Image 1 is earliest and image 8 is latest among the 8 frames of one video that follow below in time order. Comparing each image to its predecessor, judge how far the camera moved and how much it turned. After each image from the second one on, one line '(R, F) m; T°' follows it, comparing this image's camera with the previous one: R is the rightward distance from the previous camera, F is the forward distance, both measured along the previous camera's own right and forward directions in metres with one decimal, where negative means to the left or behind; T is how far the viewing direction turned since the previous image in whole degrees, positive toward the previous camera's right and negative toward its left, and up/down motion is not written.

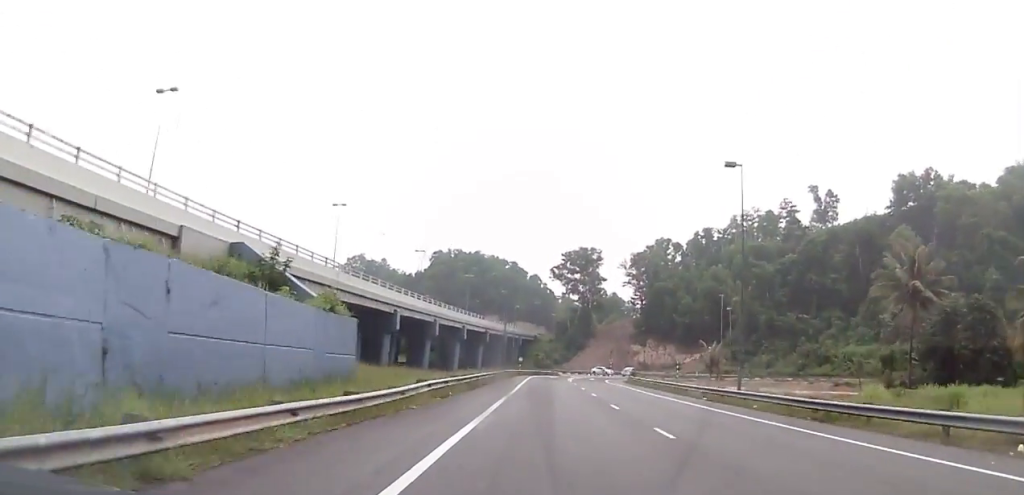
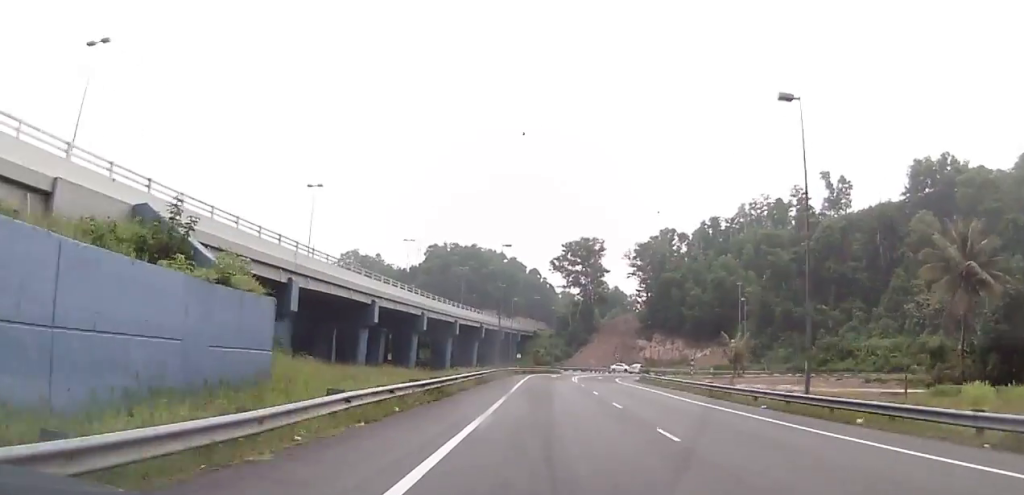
(+0.1, +9.5) m; 0°
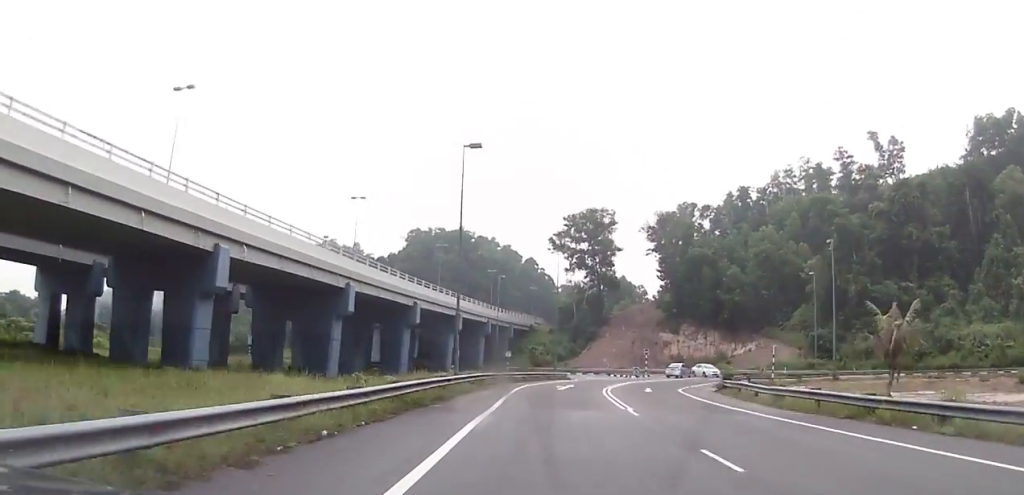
(-0.1, +31.0) m; +1°
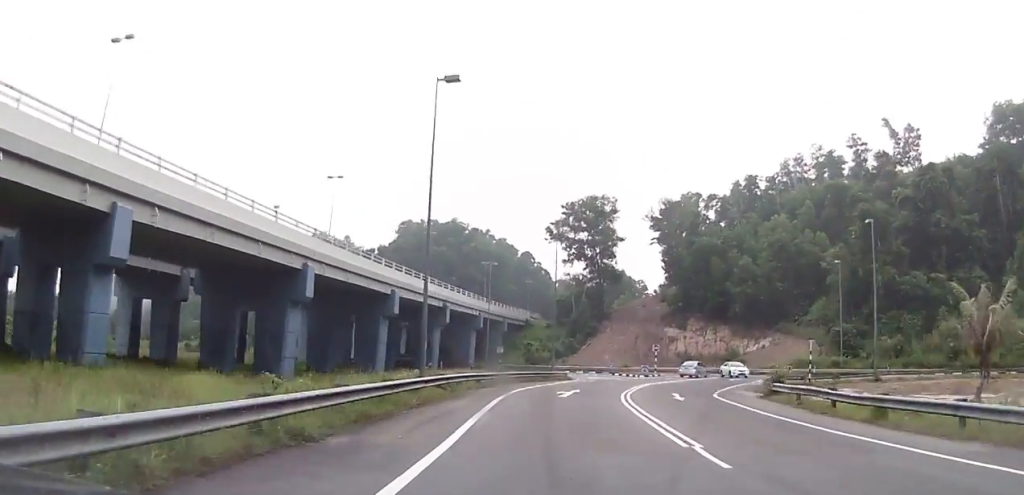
(0.0, +8.7) m; +1°
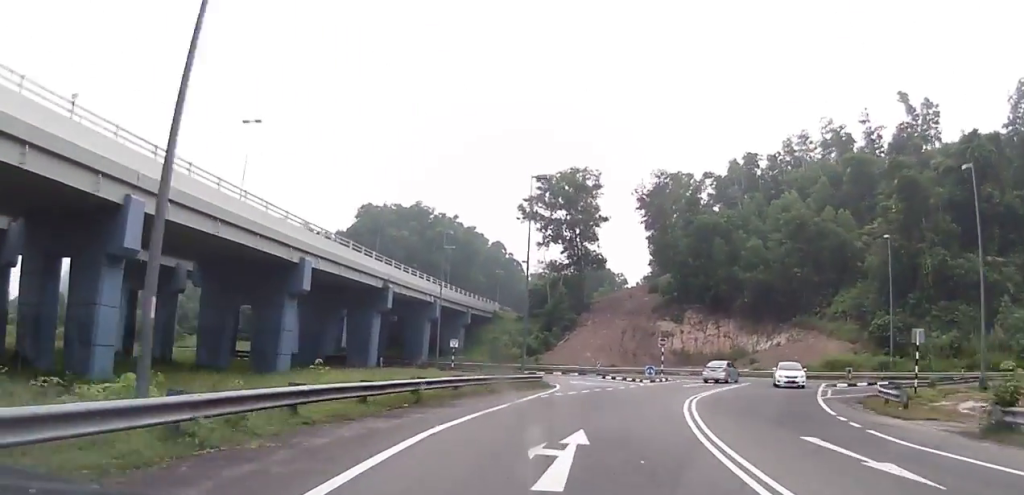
(+0.2, +17.9) m; +1°
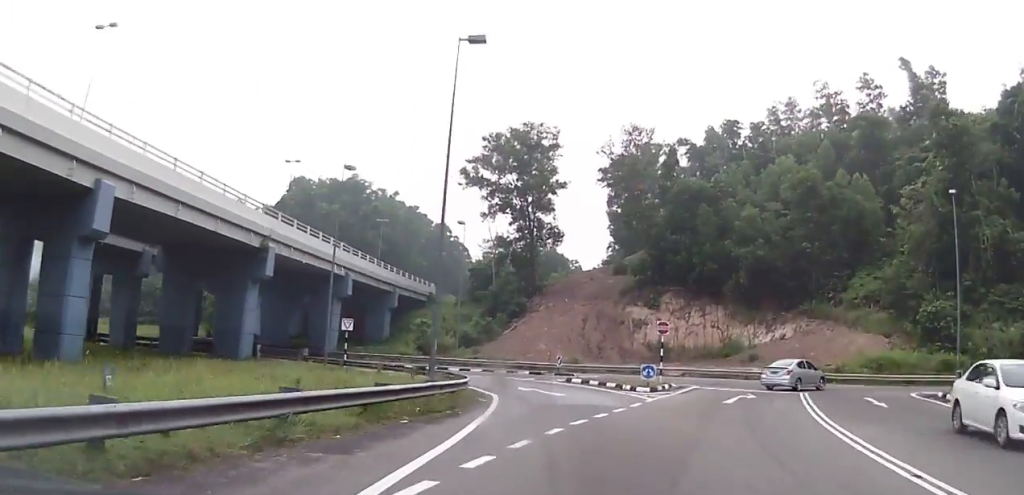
(+0.5, +19.3) m; +5°
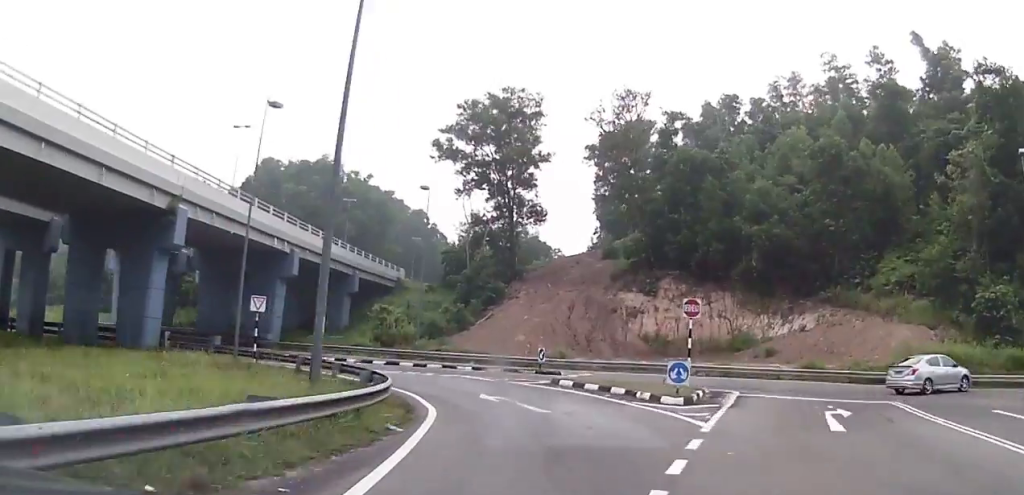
(+0.4, +11.0) m; +1°
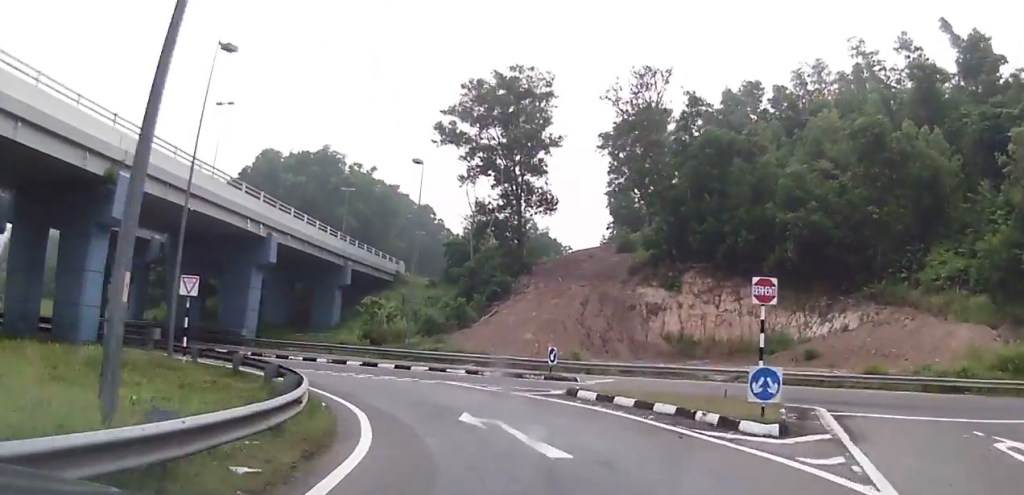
(+0.5, +7.5) m; -2°
